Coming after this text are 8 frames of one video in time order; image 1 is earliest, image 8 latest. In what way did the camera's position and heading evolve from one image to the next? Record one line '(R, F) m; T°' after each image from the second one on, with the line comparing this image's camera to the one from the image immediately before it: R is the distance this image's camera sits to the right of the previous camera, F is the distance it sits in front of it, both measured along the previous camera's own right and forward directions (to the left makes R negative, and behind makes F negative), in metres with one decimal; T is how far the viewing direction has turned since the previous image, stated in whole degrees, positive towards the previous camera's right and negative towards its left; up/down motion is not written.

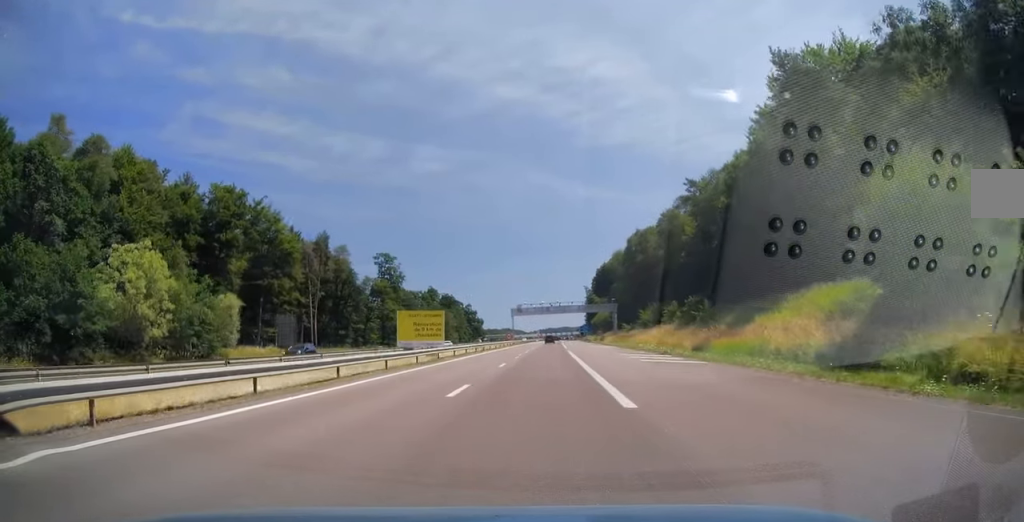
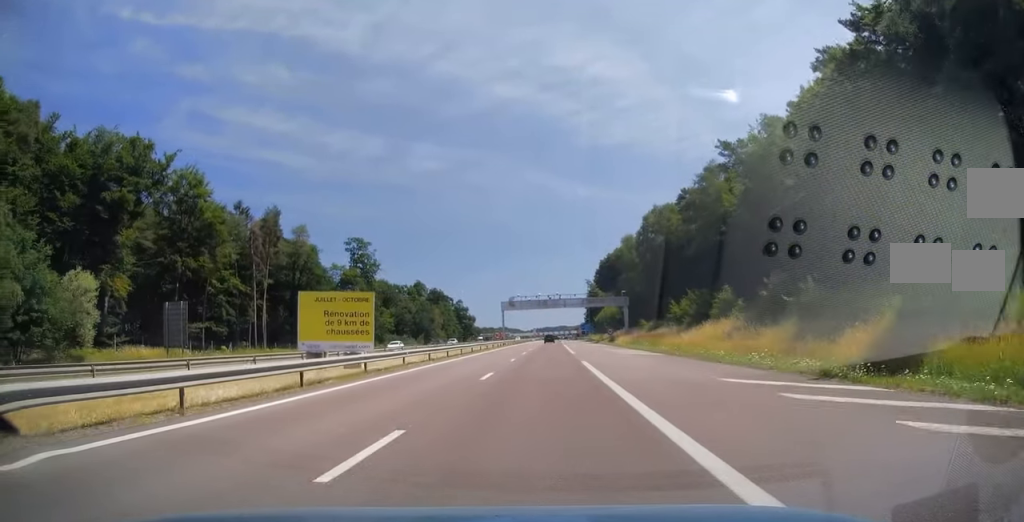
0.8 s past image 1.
(0.0, +21.4) m; 0°
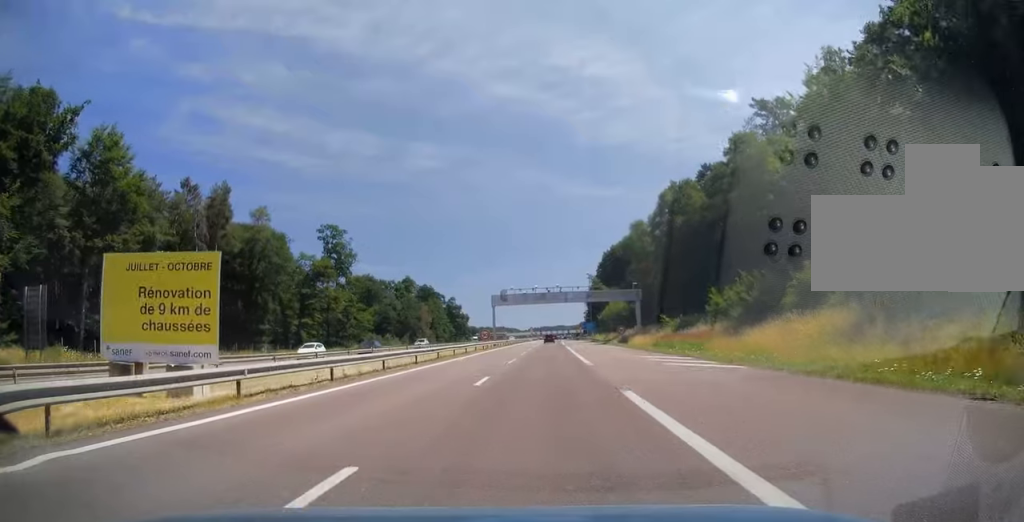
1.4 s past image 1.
(0.0, +15.9) m; 0°
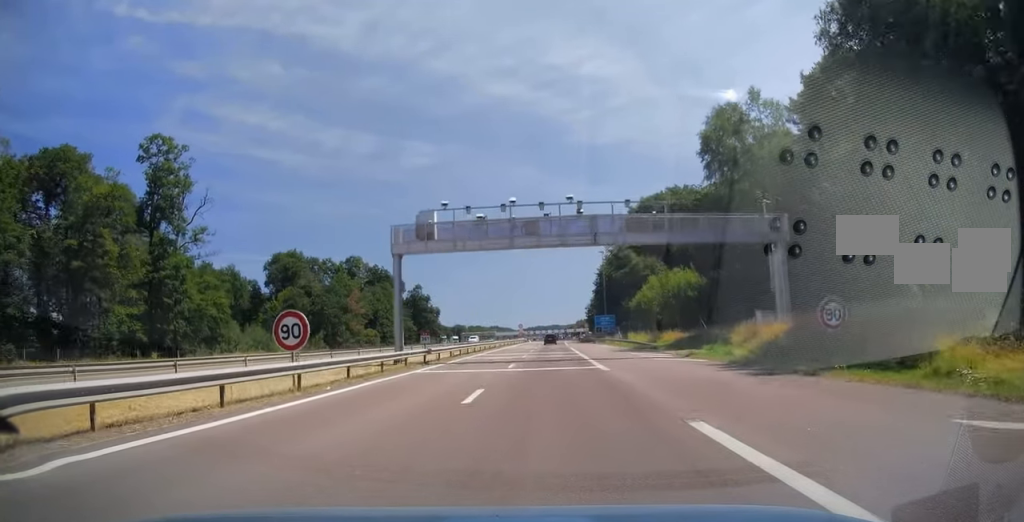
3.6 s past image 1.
(+0.9, +57.2) m; +1°
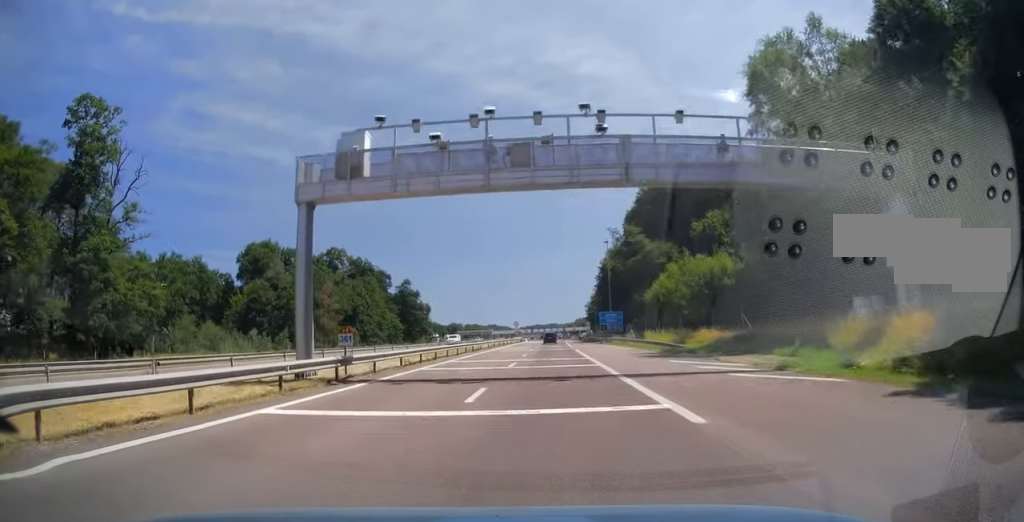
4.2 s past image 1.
(-0.3, +13.0) m; 0°
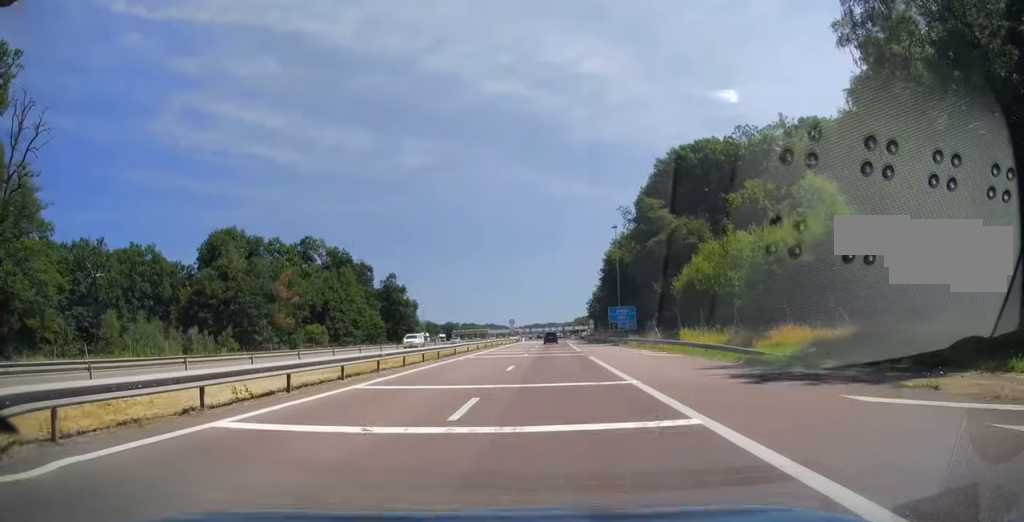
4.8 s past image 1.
(-0.1, +15.6) m; 0°
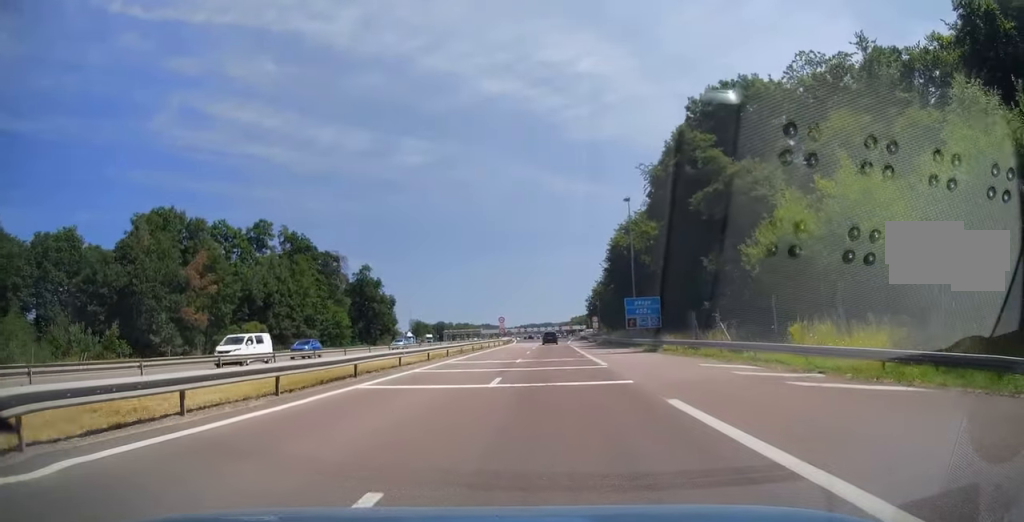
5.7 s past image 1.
(+0.3, +20.4) m; +1°
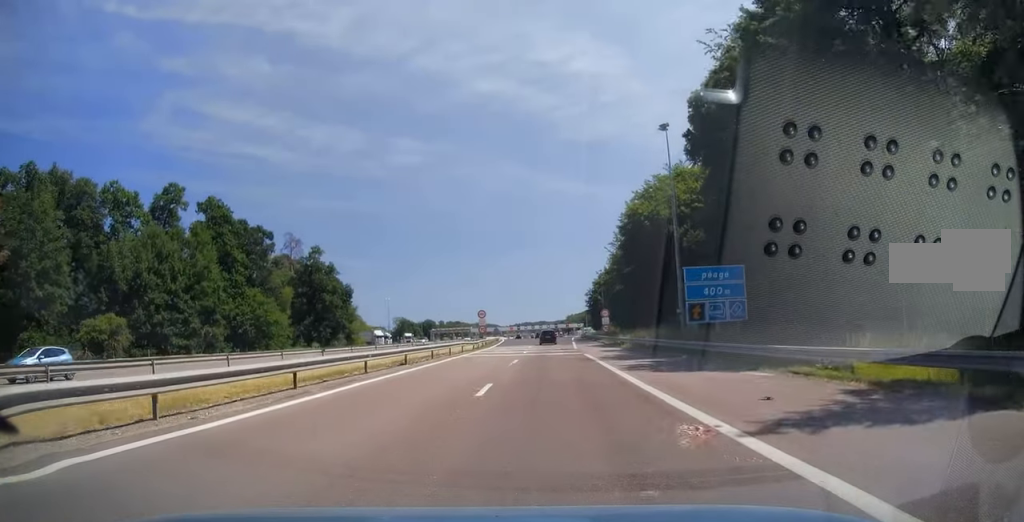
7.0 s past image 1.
(0.0, +28.0) m; 0°
